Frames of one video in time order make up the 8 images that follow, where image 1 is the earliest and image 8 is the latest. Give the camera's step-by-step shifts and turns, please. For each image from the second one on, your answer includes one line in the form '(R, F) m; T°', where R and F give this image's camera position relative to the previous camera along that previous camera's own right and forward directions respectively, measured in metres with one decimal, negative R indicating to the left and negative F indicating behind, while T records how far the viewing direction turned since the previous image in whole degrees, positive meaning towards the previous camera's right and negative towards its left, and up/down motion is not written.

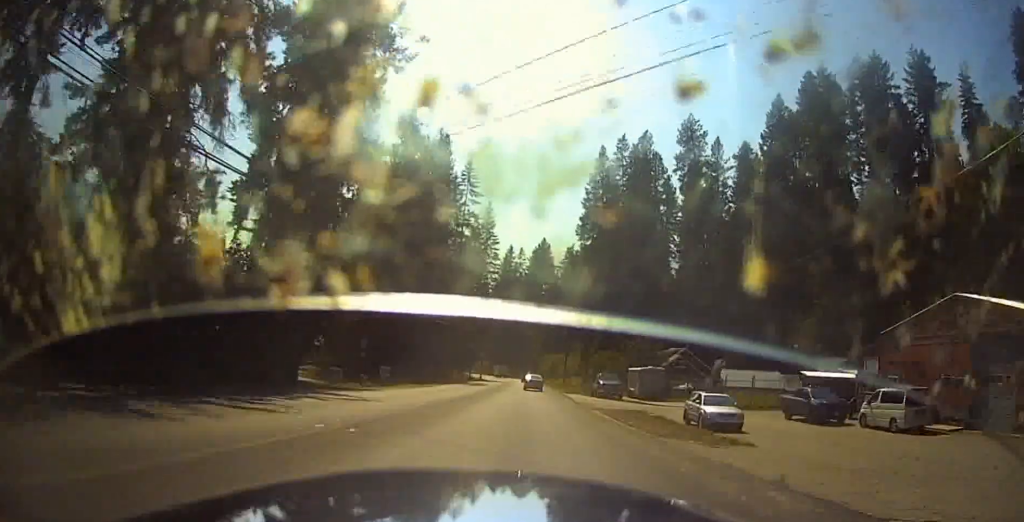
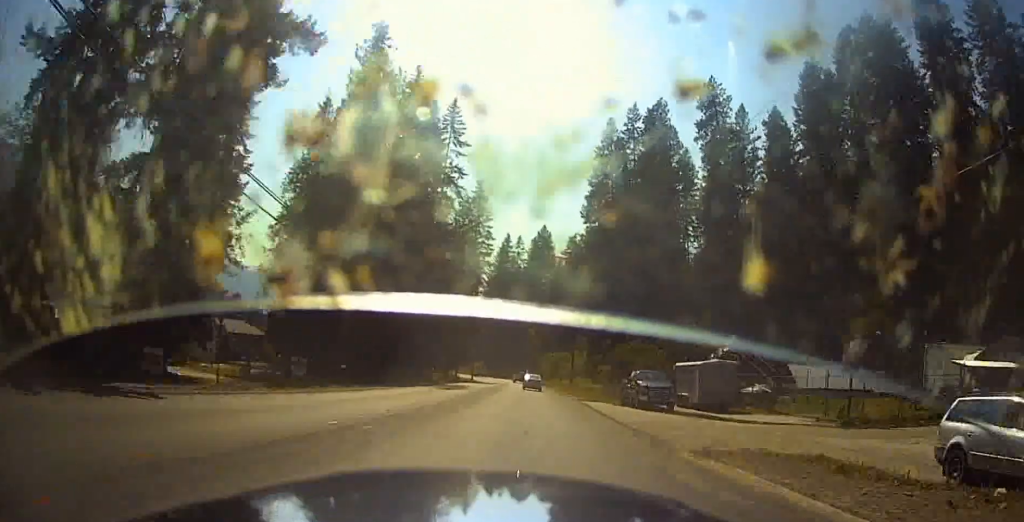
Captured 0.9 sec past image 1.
(-0.2, +20.6) m; -1°
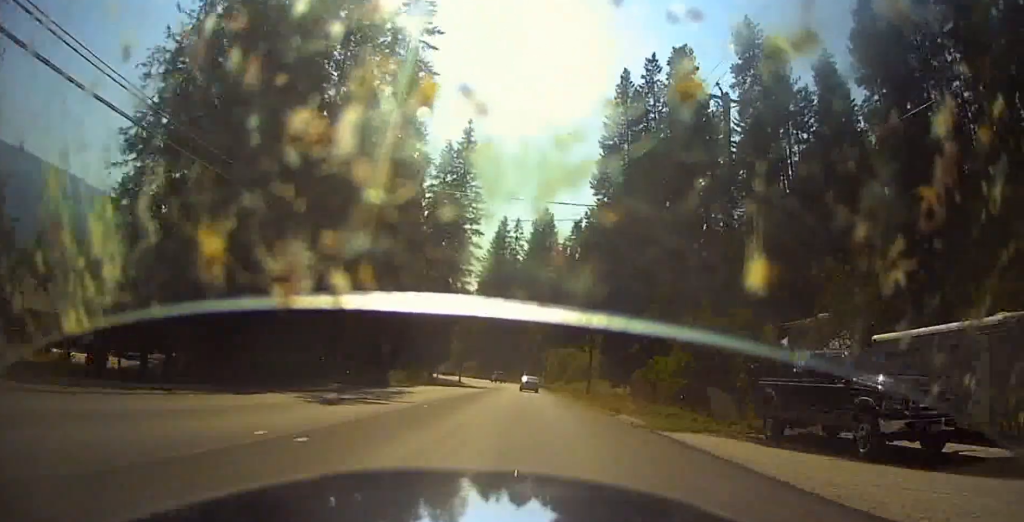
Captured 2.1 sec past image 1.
(-0.1, +26.8) m; 0°
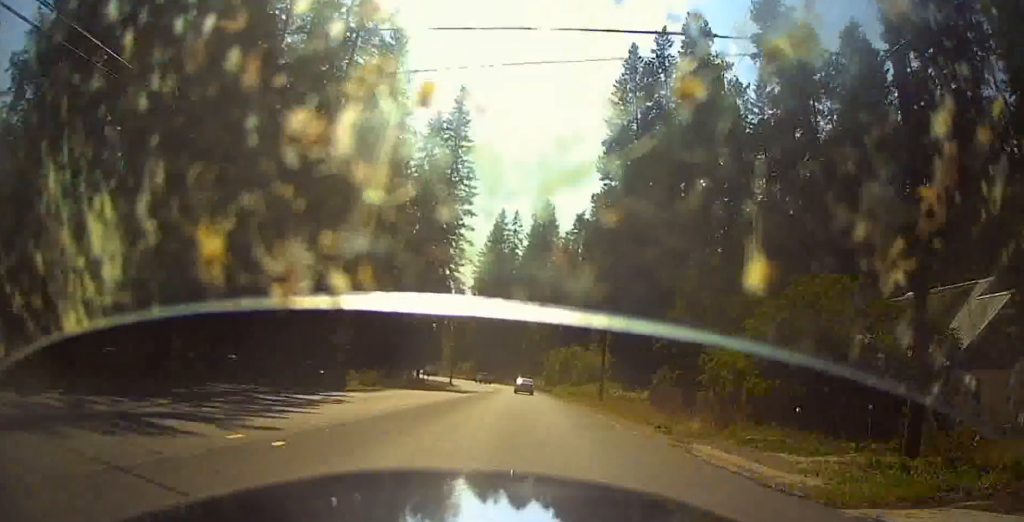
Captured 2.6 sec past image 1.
(0.0, +10.6) m; 0°
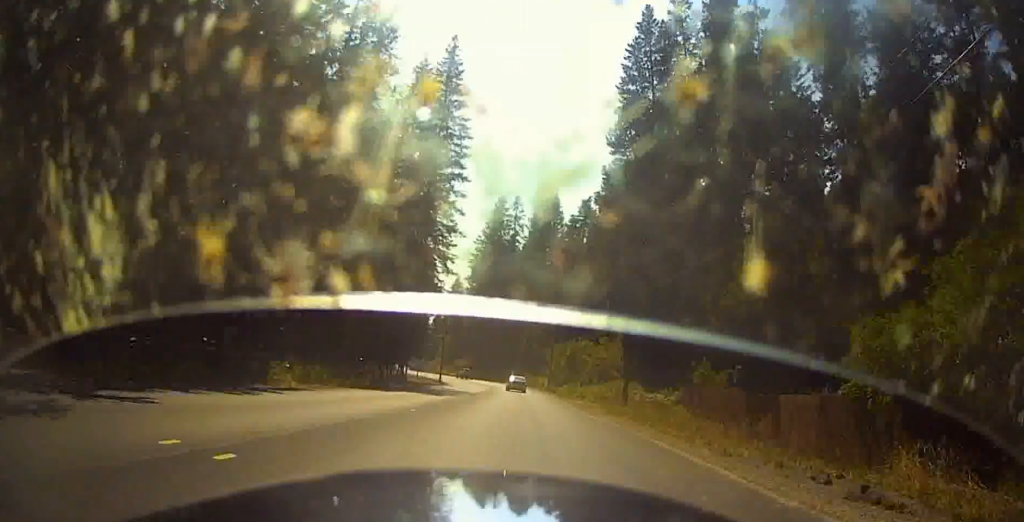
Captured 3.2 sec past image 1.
(0.0, +11.9) m; 0°
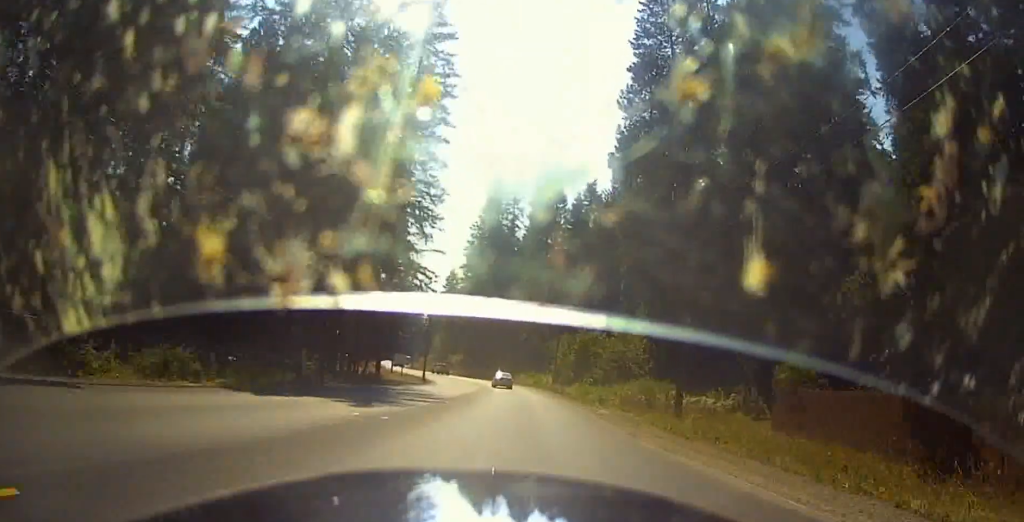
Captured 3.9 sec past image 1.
(0.0, +13.1) m; -1°
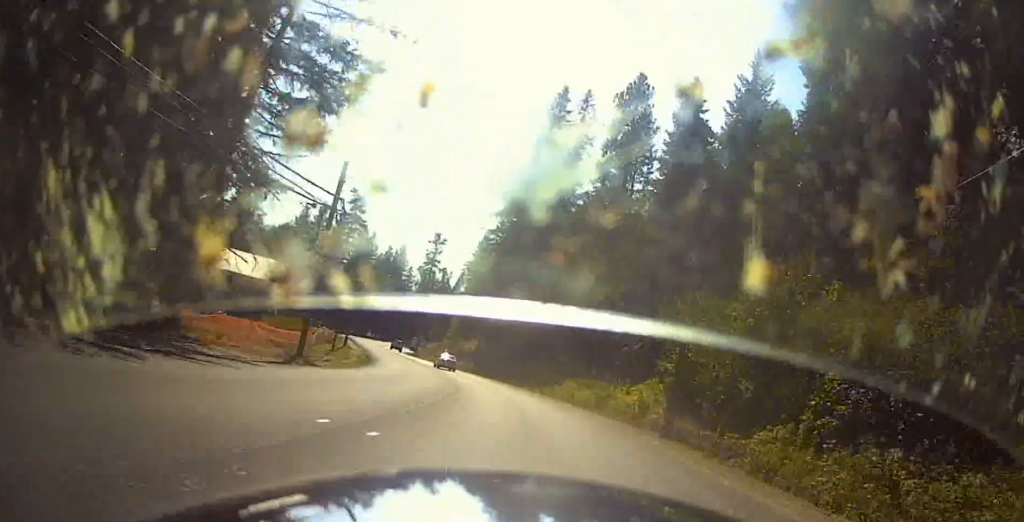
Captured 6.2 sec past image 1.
(-0.8, +43.6) m; -3°
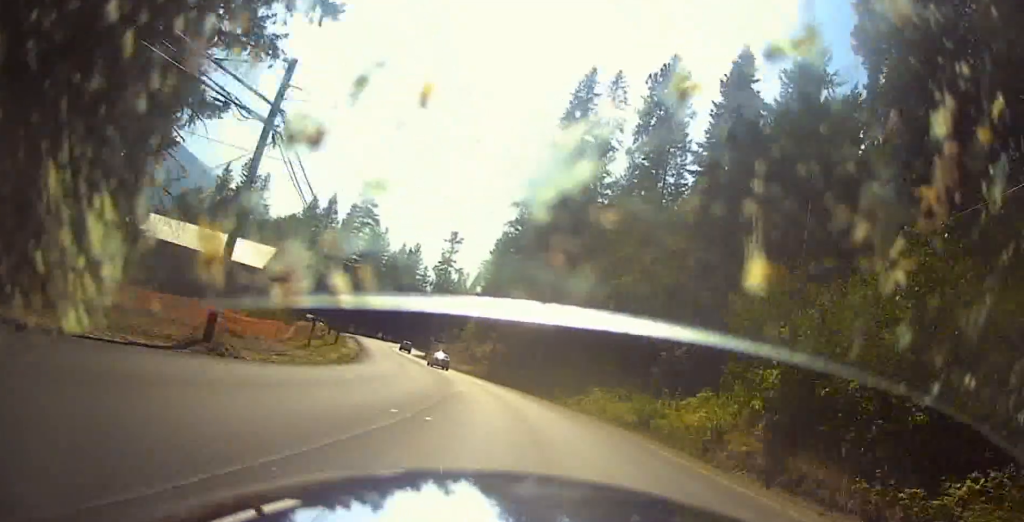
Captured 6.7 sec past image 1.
(-0.1, +8.1) m; -2°
